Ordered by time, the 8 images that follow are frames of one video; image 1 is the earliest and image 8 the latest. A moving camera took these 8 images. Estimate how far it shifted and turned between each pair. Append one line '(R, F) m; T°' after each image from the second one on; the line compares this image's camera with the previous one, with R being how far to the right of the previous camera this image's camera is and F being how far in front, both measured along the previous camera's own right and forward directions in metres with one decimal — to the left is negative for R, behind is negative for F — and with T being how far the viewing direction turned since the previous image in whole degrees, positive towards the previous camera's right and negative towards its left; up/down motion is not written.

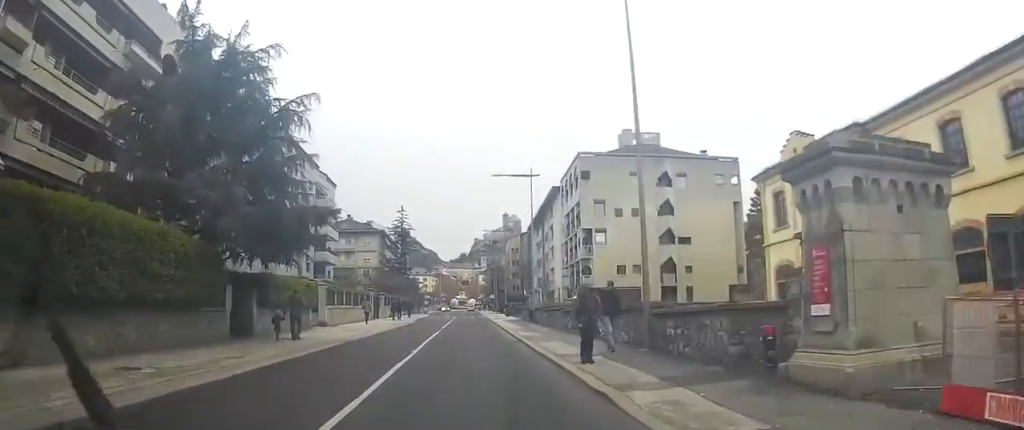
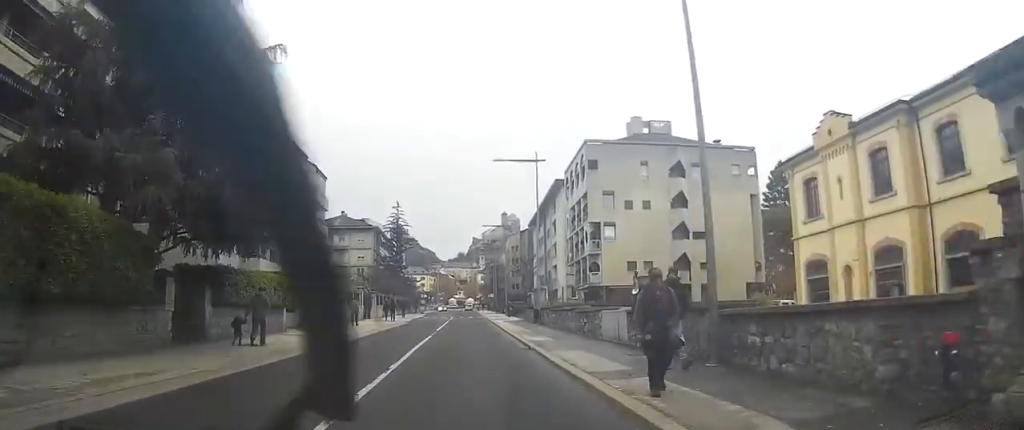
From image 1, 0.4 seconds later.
(0.0, +4.7) m; -1°
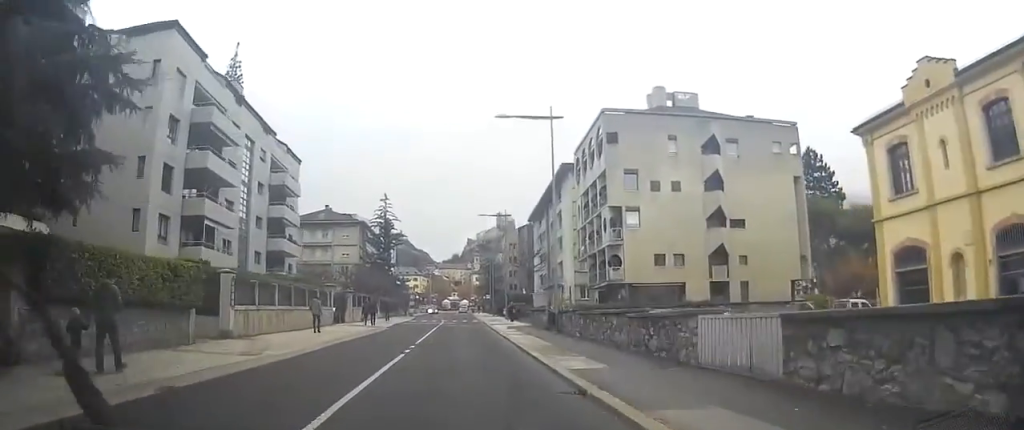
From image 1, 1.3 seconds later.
(0.0, +9.9) m; -1°
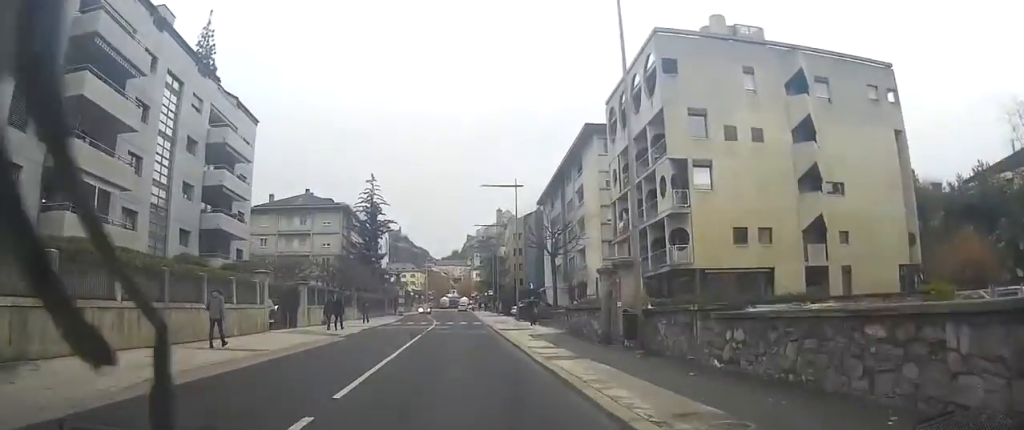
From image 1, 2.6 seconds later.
(-0.2, +14.4) m; 0°
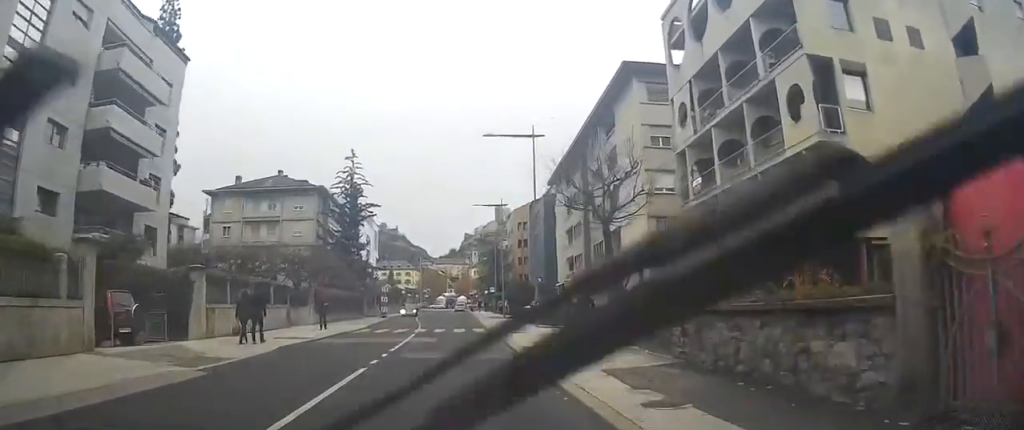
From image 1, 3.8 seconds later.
(+0.2, +14.2) m; +1°
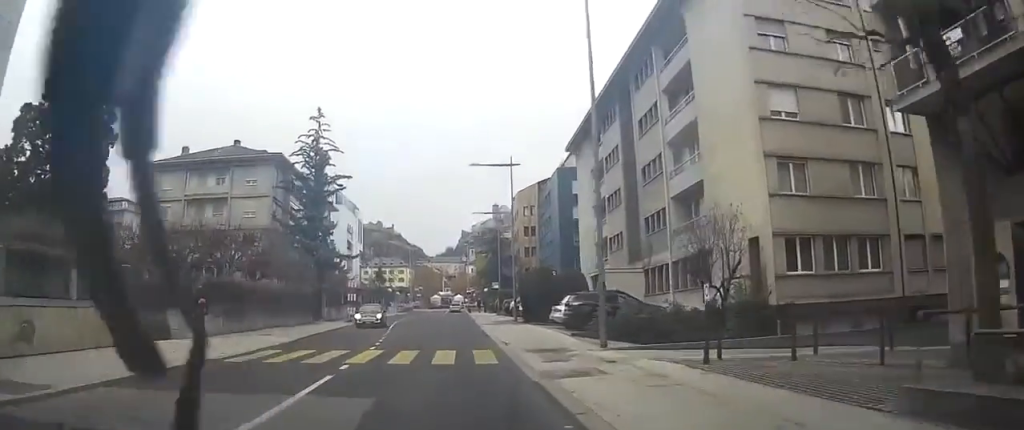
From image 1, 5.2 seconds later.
(-0.3, +16.2) m; -1°
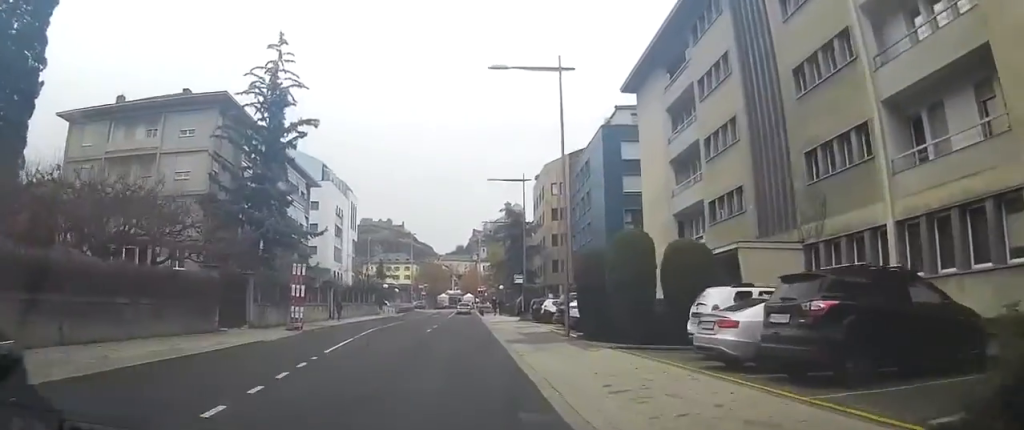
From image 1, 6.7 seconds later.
(+0.3, +17.2) m; +3°
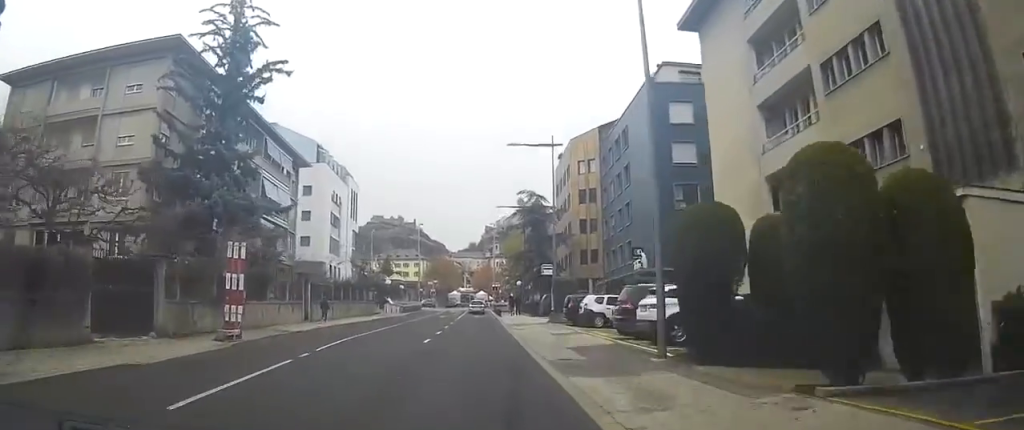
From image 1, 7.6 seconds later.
(+0.1, +9.7) m; +2°
